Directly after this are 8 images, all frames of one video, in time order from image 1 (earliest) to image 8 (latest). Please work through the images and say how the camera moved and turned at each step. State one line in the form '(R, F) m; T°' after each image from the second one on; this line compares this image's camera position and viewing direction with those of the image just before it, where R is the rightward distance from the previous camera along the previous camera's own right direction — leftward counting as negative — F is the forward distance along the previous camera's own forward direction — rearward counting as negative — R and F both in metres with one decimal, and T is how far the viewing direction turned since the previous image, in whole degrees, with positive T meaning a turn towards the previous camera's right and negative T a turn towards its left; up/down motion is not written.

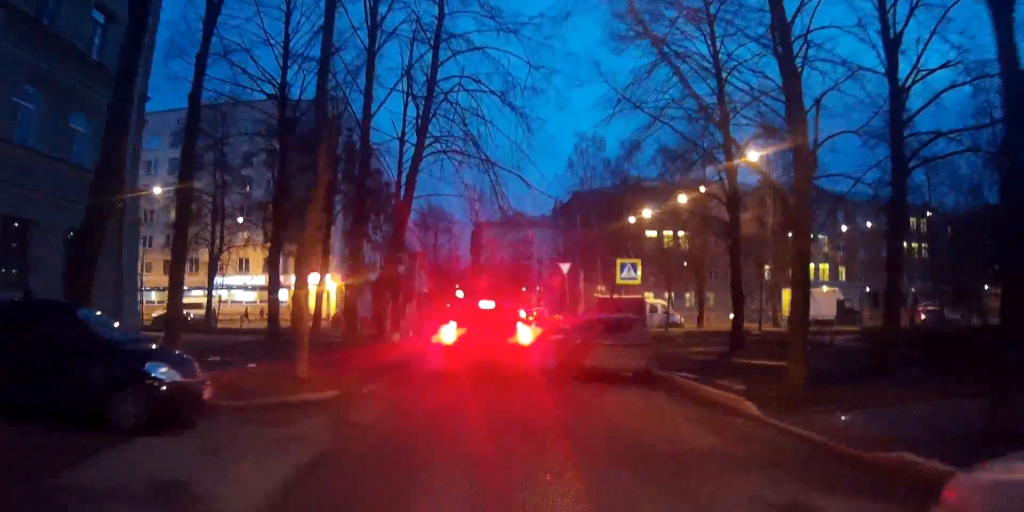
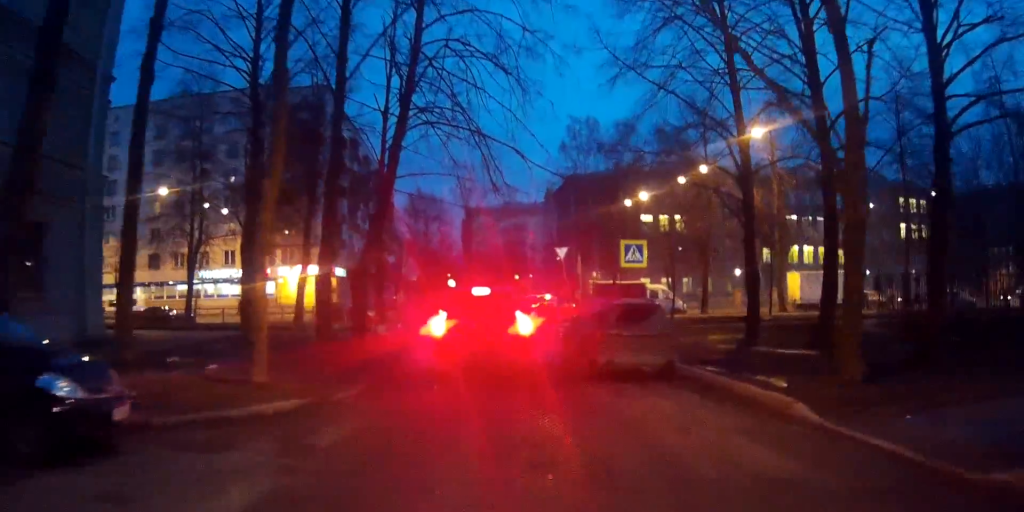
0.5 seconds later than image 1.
(0.0, +2.5) m; +3°
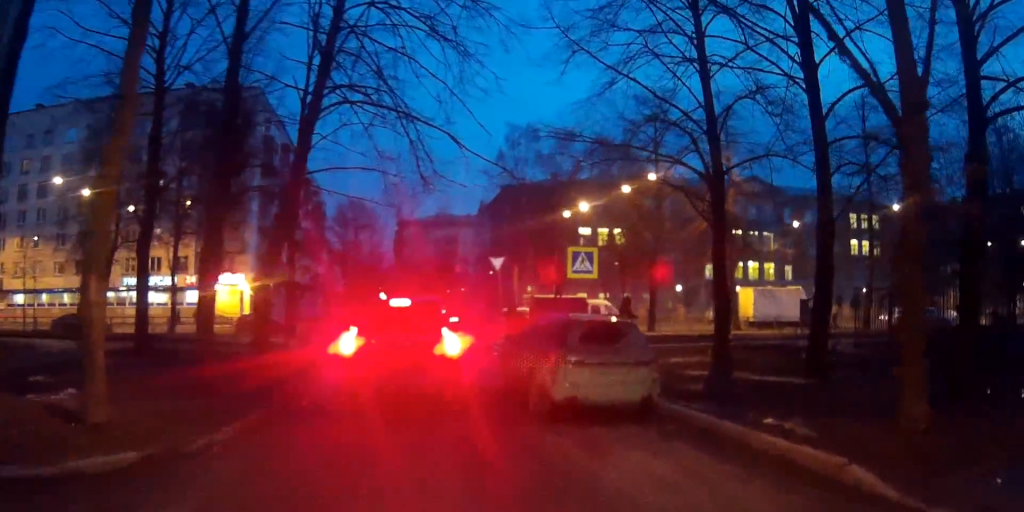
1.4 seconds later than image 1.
(+0.3, +4.2) m; +6°
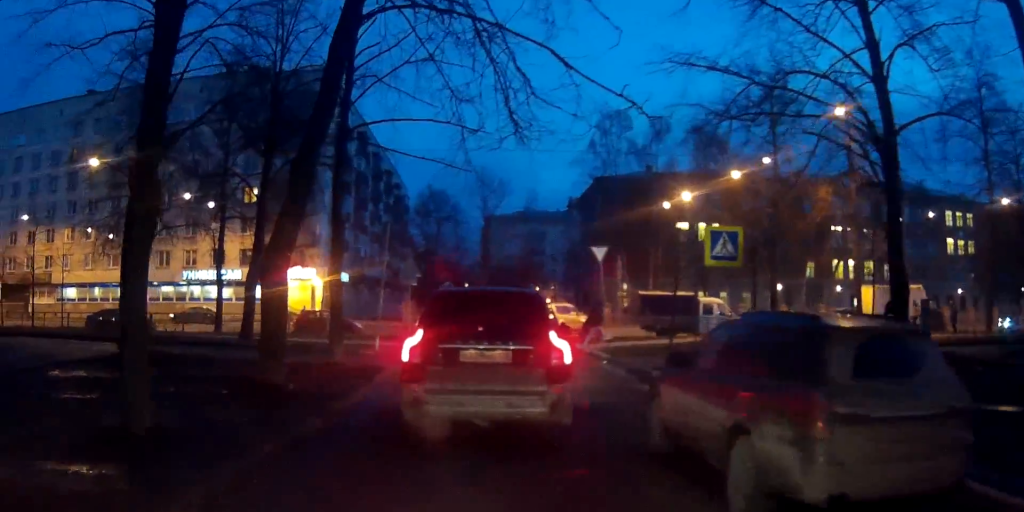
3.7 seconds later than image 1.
(0.0, +7.8) m; -5°
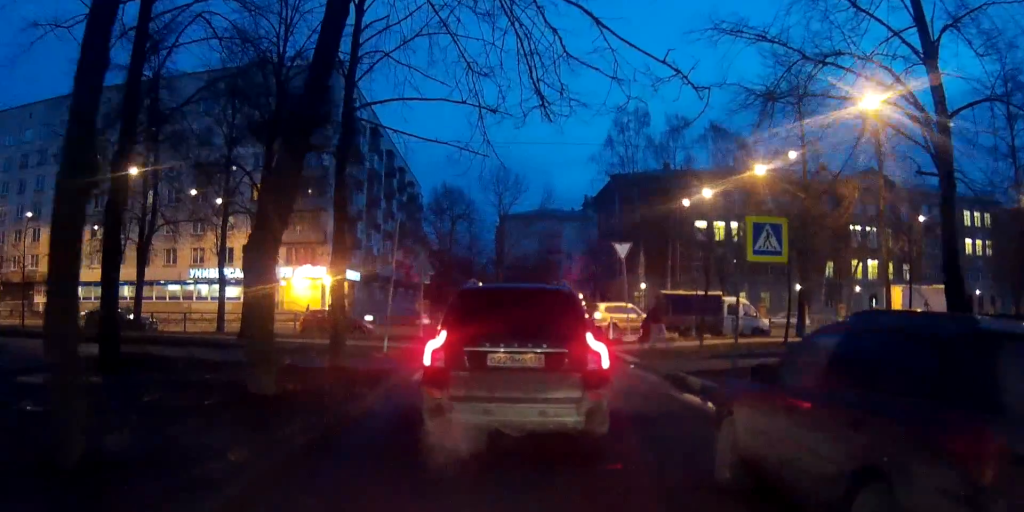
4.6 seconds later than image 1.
(-0.1, +2.5) m; -3°
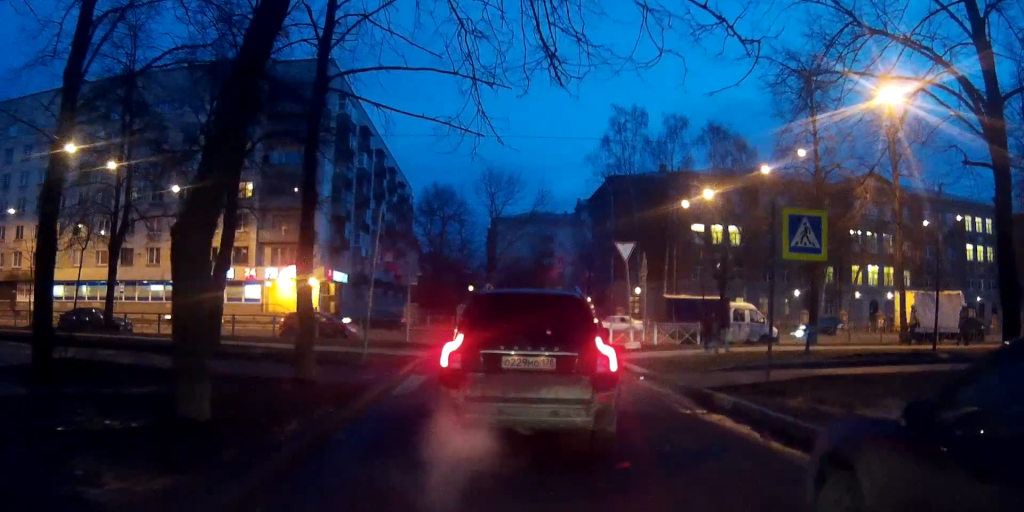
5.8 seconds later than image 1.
(-0.1, +3.0) m; -6°
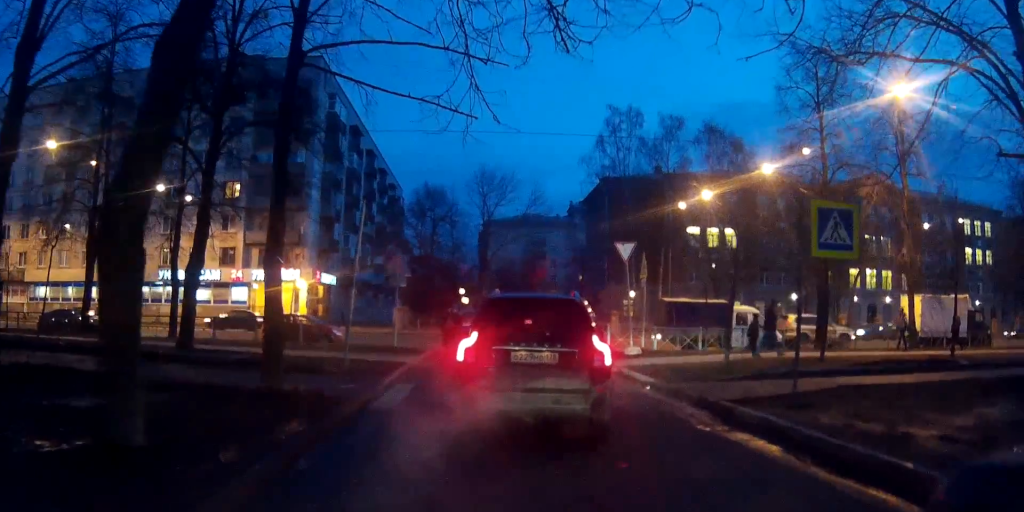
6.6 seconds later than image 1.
(-0.1, +1.8) m; -7°
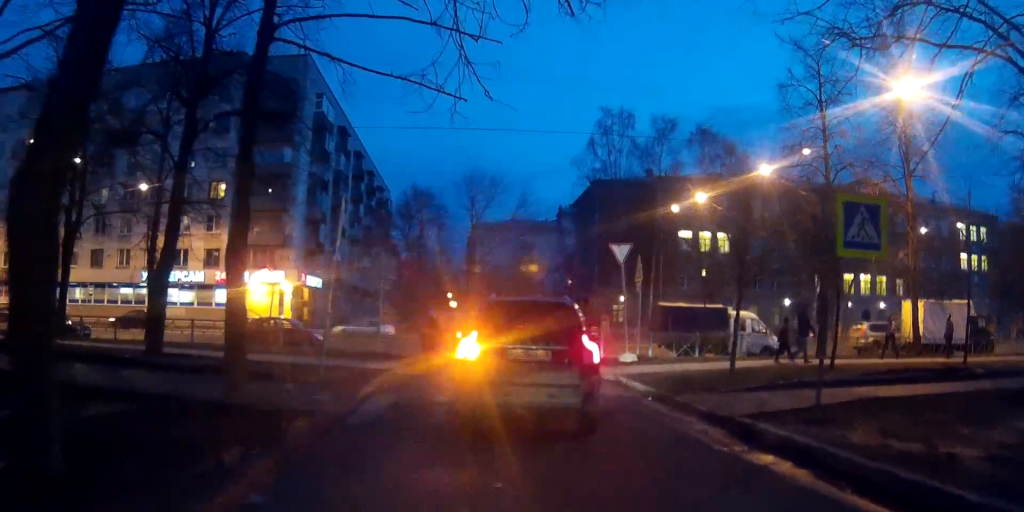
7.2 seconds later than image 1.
(-0.1, +1.2) m; -1°
